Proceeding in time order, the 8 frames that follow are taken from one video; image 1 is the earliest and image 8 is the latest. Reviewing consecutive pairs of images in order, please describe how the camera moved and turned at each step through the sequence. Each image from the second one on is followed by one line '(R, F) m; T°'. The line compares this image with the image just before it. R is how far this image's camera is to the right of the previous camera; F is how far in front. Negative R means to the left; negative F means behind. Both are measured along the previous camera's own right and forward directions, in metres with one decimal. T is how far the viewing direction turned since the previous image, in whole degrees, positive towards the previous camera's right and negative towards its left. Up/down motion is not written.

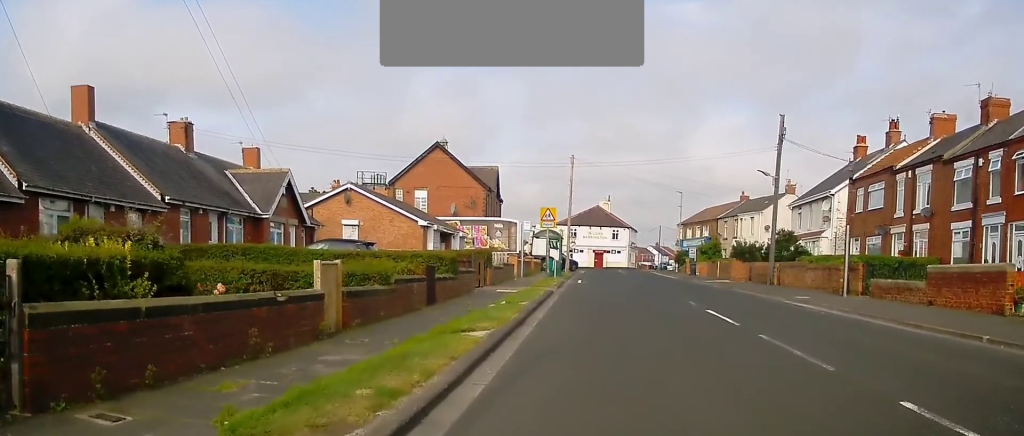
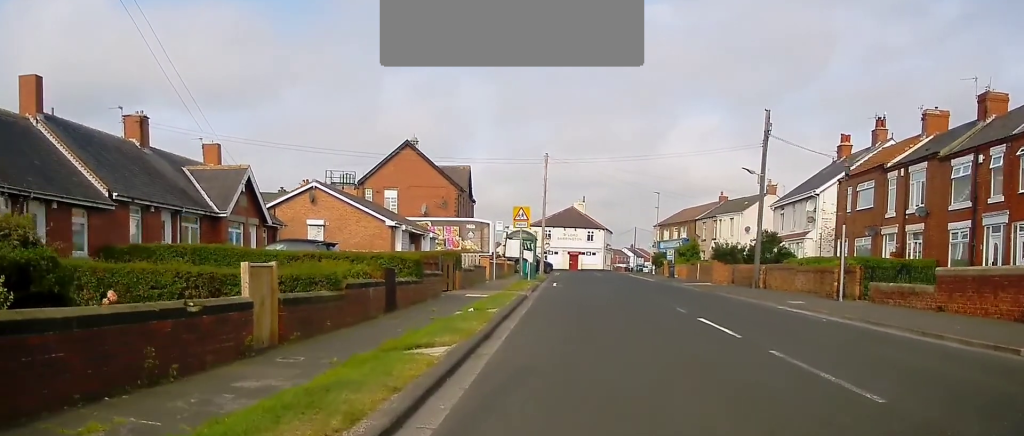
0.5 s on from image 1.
(+0.1, +2.3) m; +5°
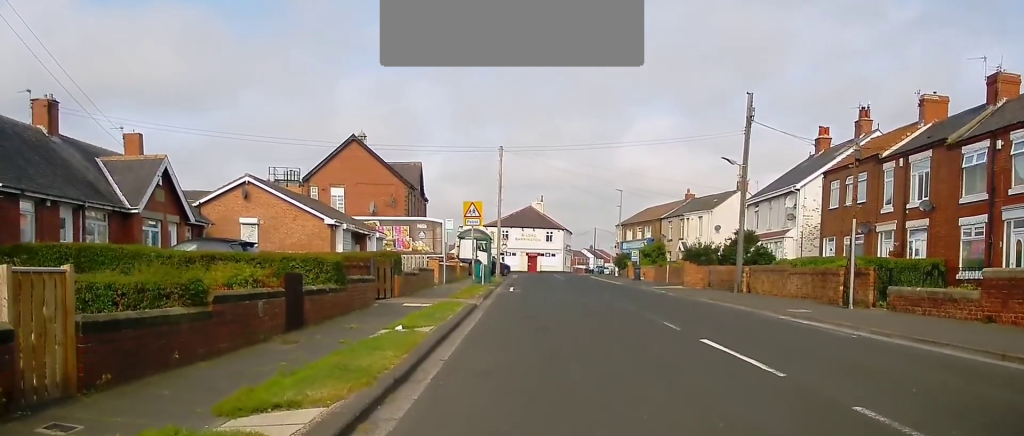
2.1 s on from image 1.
(+0.8, +5.0) m; +5°
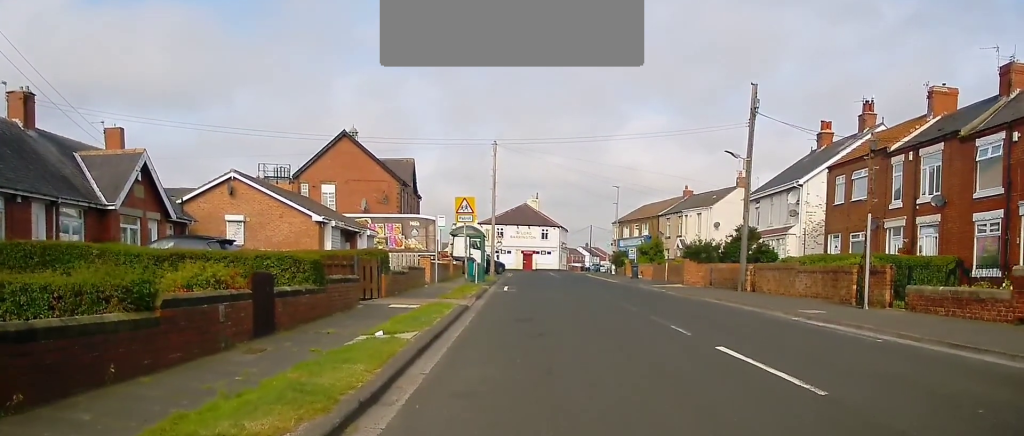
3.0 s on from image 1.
(-0.3, +1.8) m; -1°
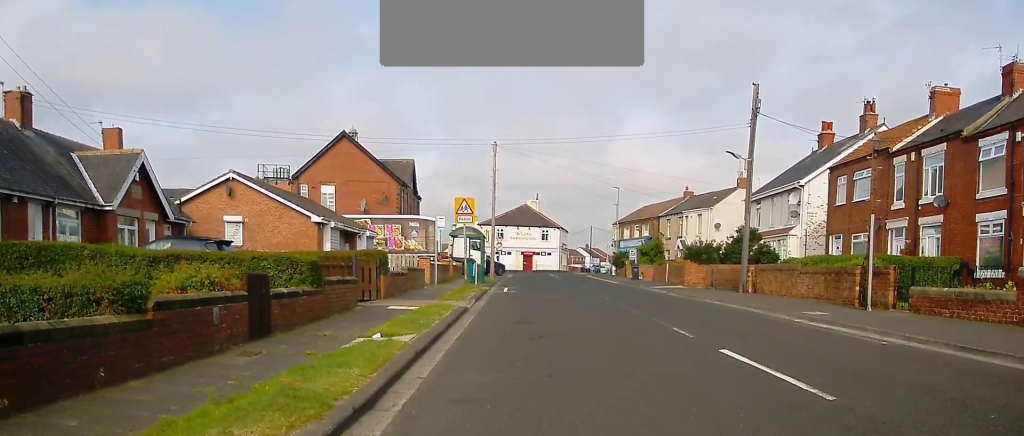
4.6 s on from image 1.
(-0.3, +1.2) m; 0°
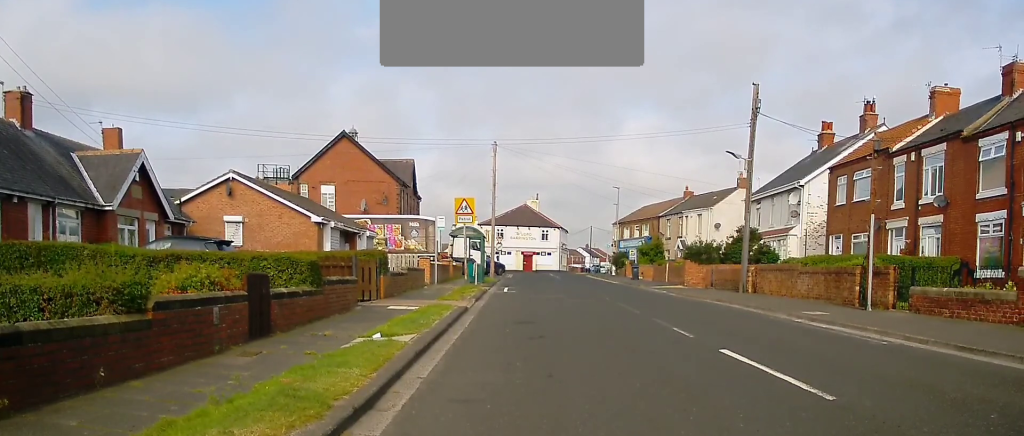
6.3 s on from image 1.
(0.0, 0.0) m; 0°
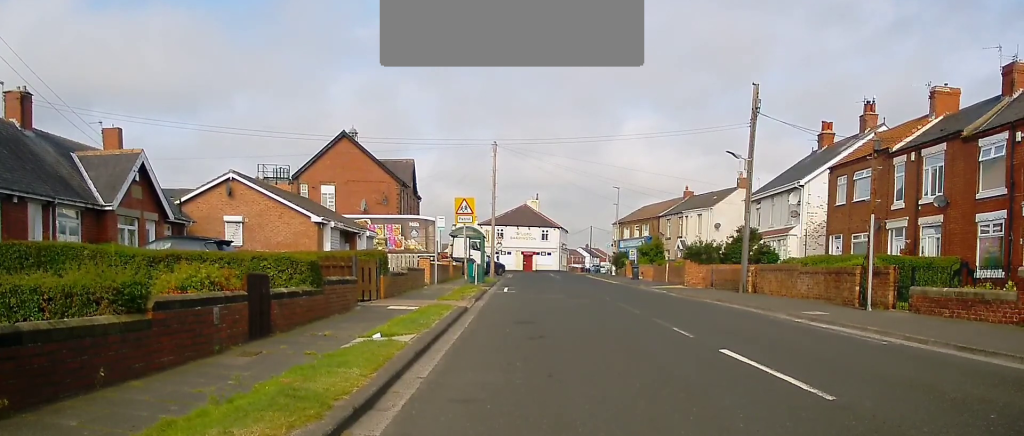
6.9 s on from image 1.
(0.0, 0.0) m; 0°
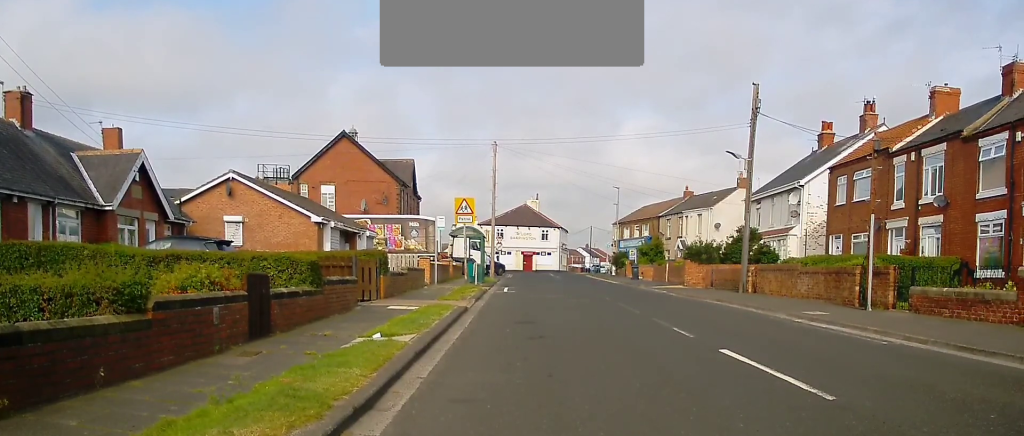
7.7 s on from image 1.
(0.0, 0.0) m; 0°
